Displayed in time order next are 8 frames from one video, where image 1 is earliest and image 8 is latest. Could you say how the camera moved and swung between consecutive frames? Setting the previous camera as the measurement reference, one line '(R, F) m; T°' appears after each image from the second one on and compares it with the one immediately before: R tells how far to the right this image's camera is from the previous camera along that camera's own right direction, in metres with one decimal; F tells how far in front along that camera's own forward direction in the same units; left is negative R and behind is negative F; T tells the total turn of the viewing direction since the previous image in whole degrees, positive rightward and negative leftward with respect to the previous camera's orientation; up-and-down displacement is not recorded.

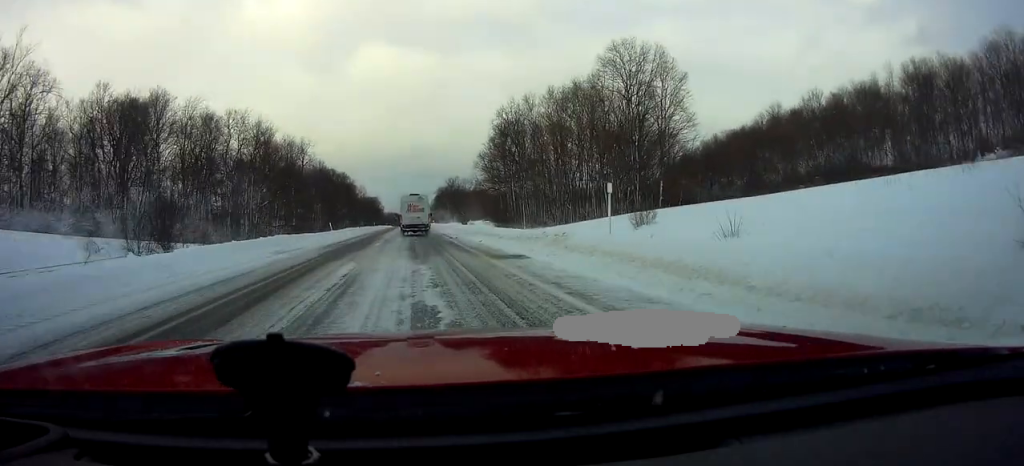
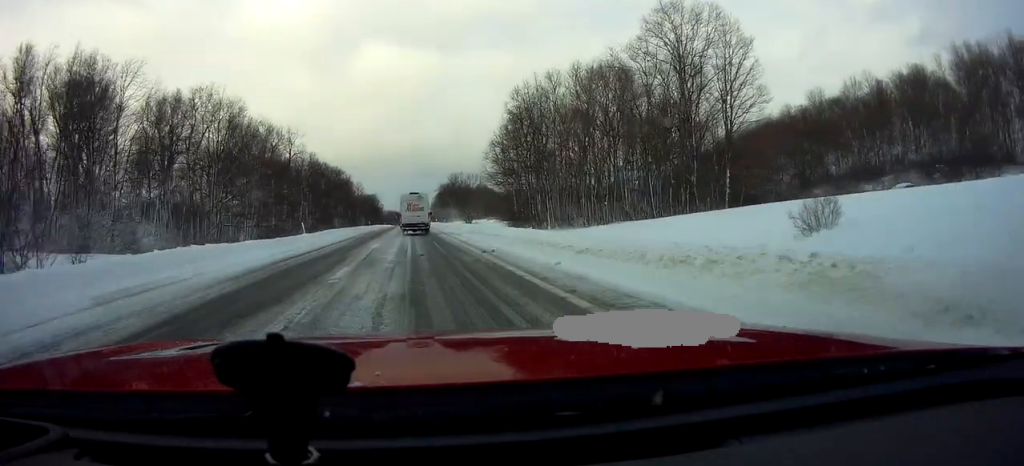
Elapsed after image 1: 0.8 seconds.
(+0.4, +13.9) m; -1°
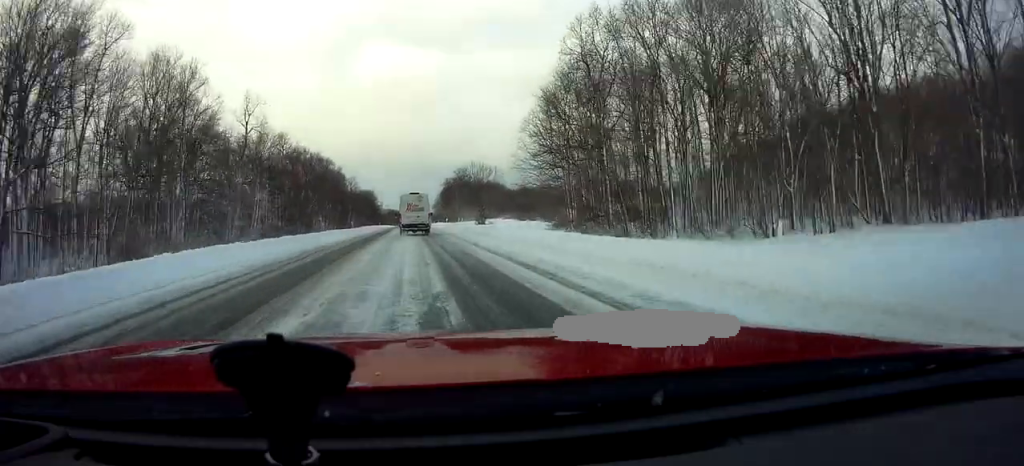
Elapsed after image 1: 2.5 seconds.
(-0.3, +32.0) m; +1°
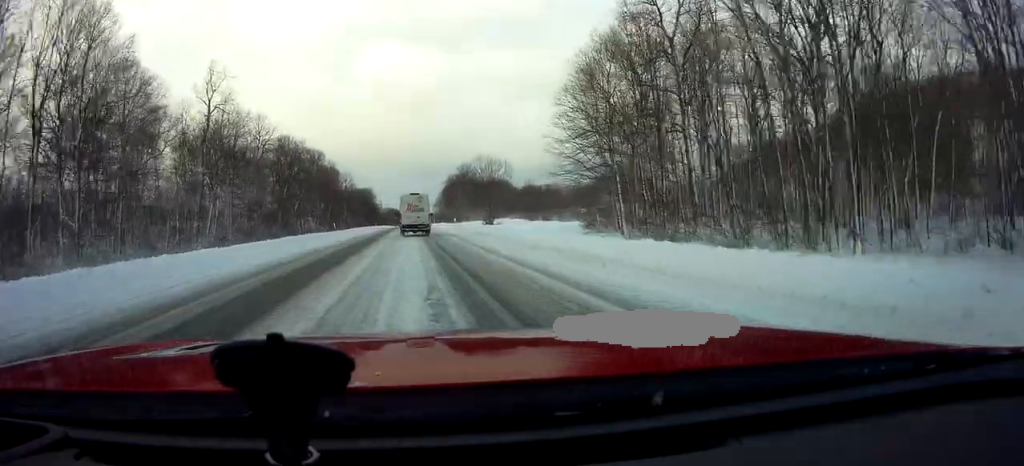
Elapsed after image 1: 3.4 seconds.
(0.0, +16.3) m; -1°
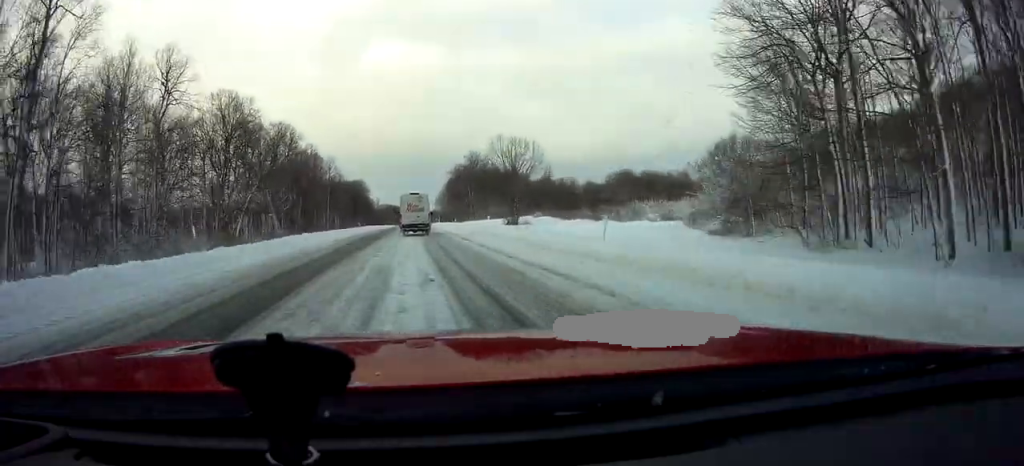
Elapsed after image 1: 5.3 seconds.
(-0.4, +34.1) m; -1°
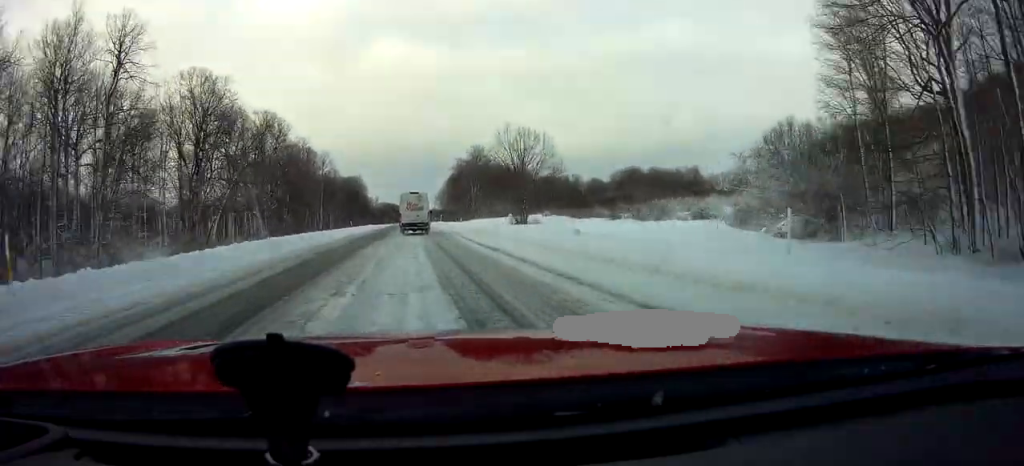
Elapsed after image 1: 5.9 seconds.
(+0.1, +9.6) m; 0°
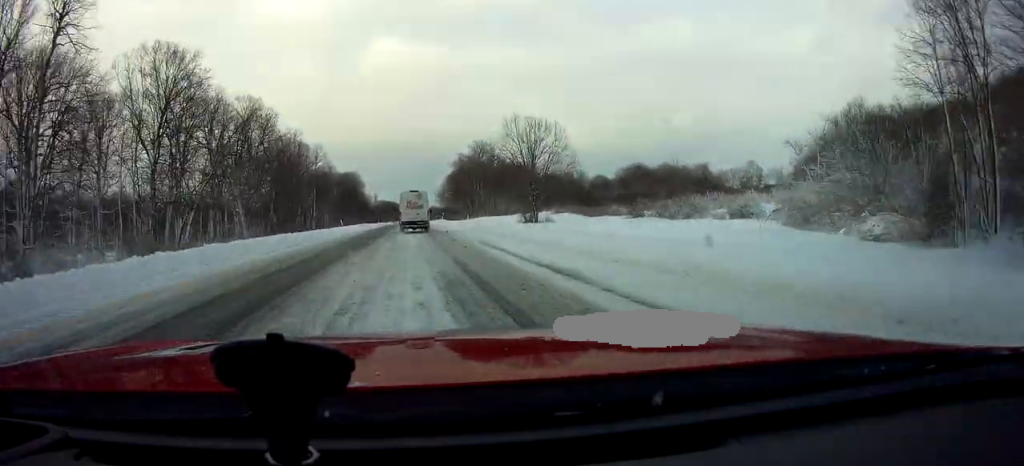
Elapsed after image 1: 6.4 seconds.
(-0.1, +9.0) m; +1°
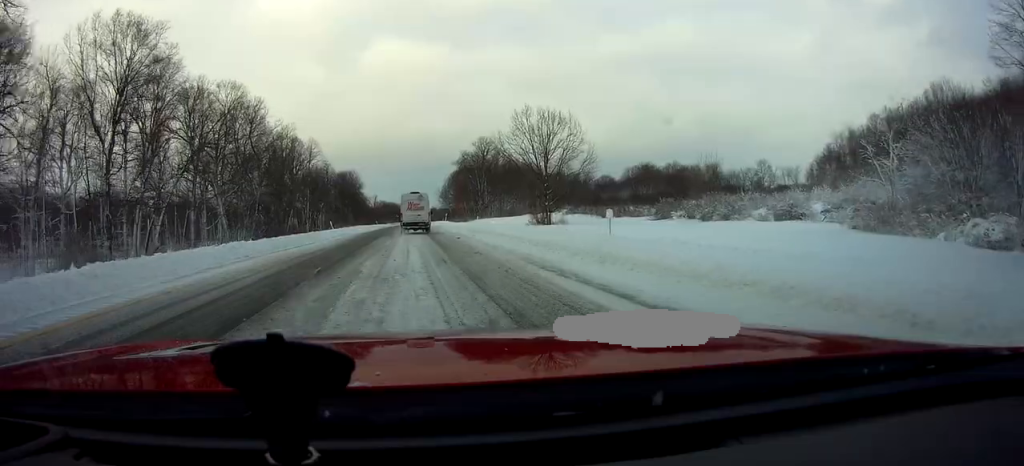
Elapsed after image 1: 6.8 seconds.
(-0.1, +8.4) m; +1°
